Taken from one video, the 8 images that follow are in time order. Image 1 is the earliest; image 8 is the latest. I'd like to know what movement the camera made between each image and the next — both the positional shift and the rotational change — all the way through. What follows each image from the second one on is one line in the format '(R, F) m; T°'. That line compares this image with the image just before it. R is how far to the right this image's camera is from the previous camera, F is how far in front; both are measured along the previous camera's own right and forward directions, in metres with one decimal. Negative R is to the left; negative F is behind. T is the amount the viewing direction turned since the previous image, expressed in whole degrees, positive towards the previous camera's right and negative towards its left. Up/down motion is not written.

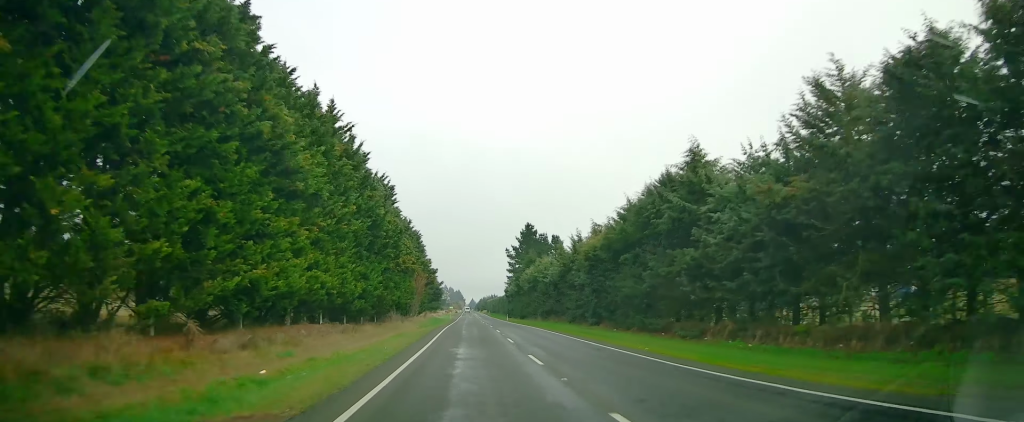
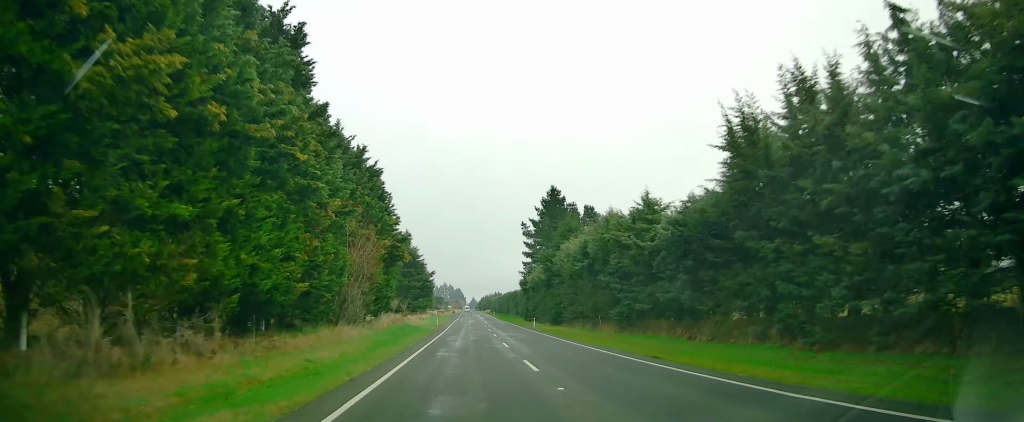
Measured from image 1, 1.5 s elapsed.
(-0.6, +40.6) m; -1°
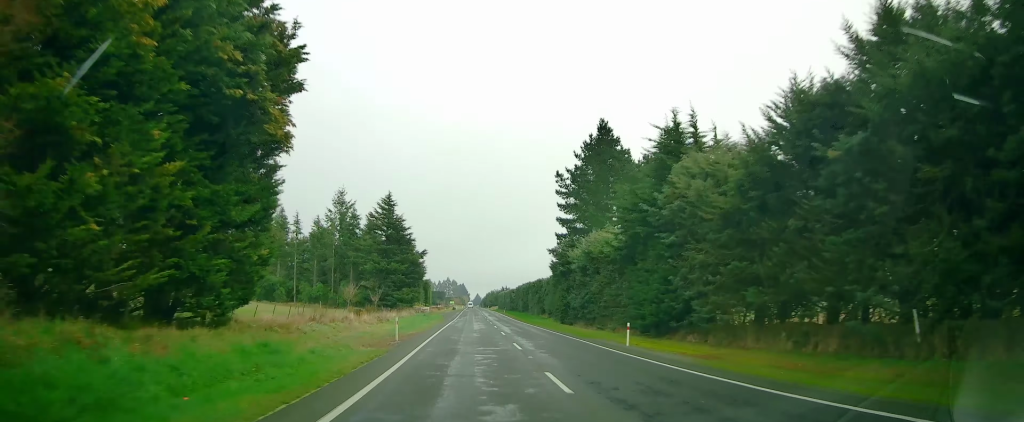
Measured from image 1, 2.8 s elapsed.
(0.0, +33.5) m; 0°
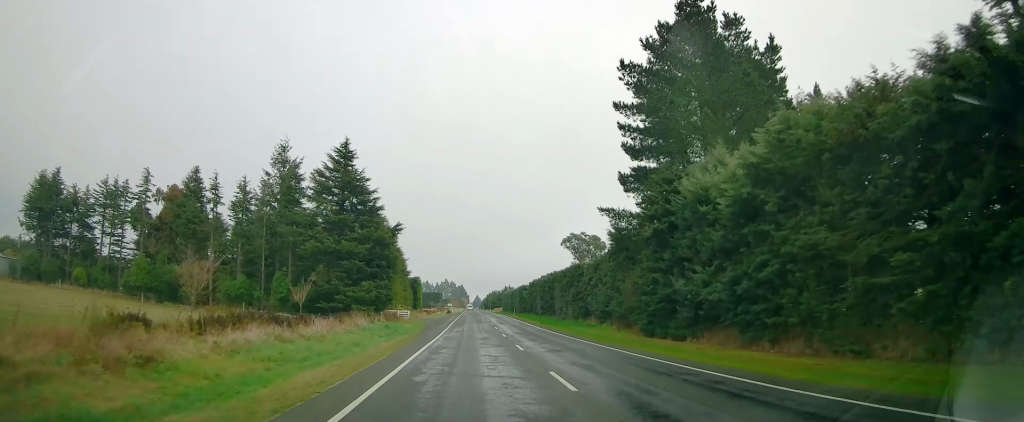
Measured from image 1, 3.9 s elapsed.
(0.0, +29.1) m; 0°
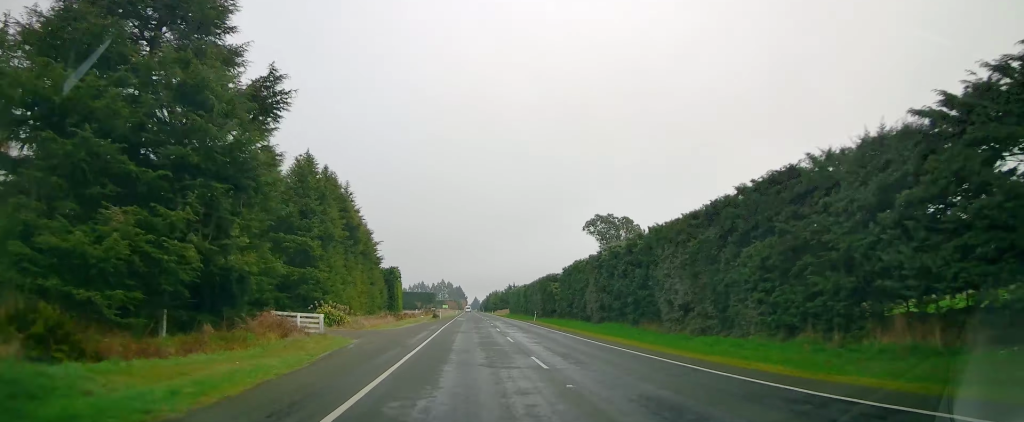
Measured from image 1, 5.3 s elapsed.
(-0.1, +36.2) m; 0°
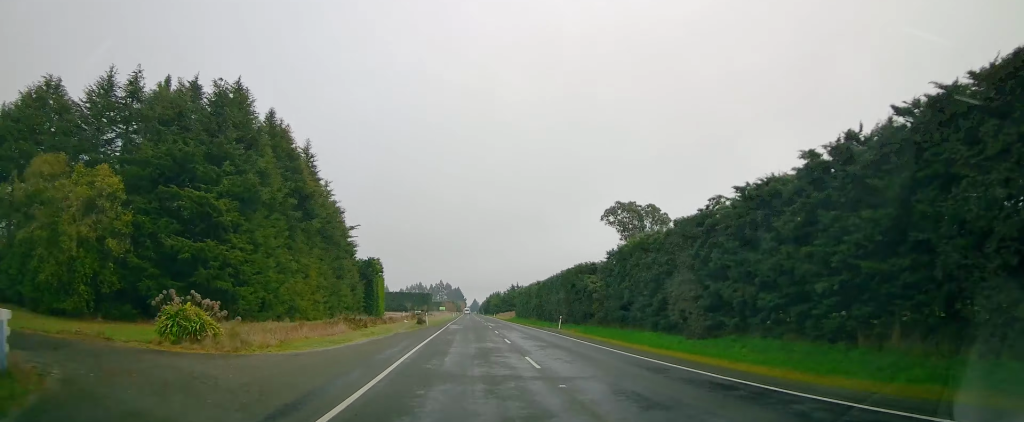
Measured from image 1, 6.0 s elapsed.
(0.0, +19.4) m; 0°
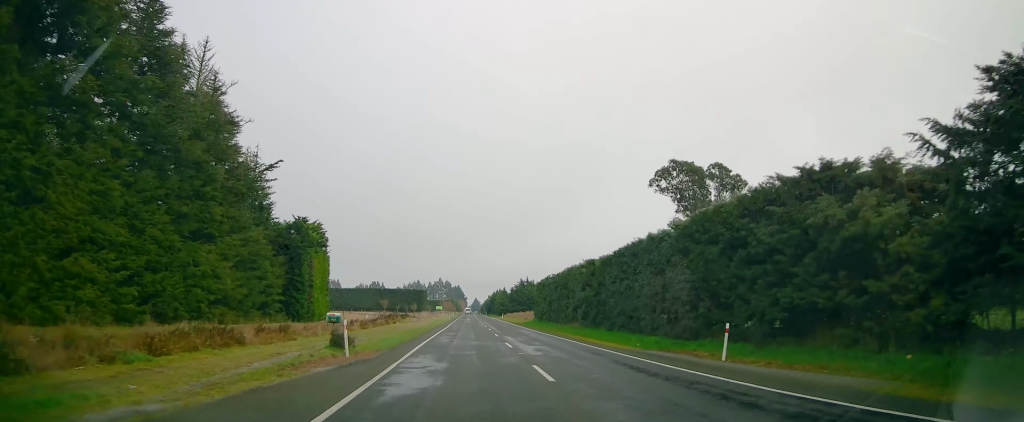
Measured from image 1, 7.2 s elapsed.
(-0.1, +31.8) m; 0°
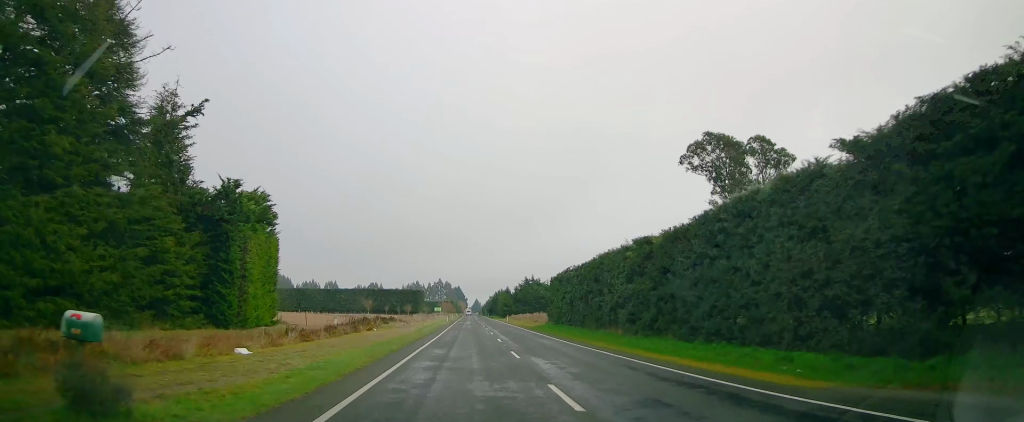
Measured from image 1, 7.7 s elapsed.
(0.0, +13.3) m; 0°
